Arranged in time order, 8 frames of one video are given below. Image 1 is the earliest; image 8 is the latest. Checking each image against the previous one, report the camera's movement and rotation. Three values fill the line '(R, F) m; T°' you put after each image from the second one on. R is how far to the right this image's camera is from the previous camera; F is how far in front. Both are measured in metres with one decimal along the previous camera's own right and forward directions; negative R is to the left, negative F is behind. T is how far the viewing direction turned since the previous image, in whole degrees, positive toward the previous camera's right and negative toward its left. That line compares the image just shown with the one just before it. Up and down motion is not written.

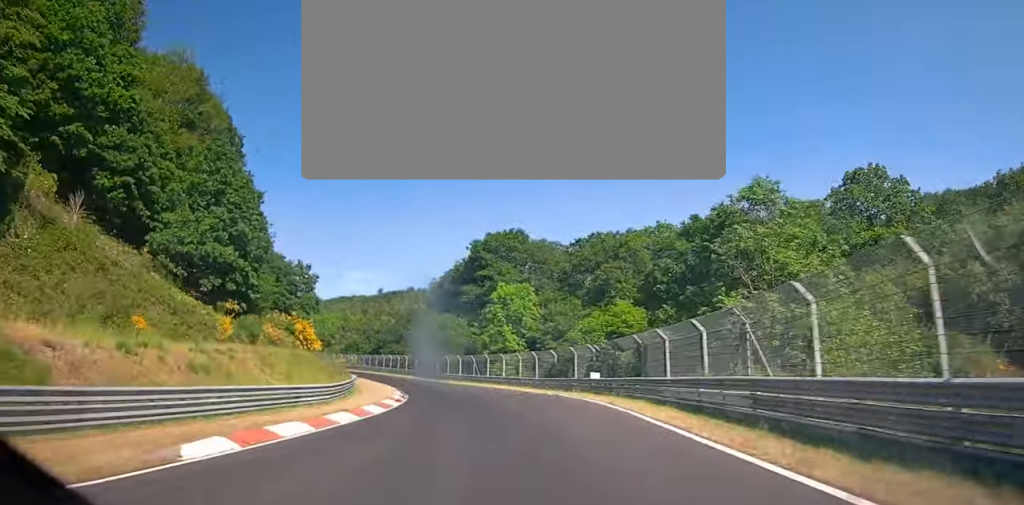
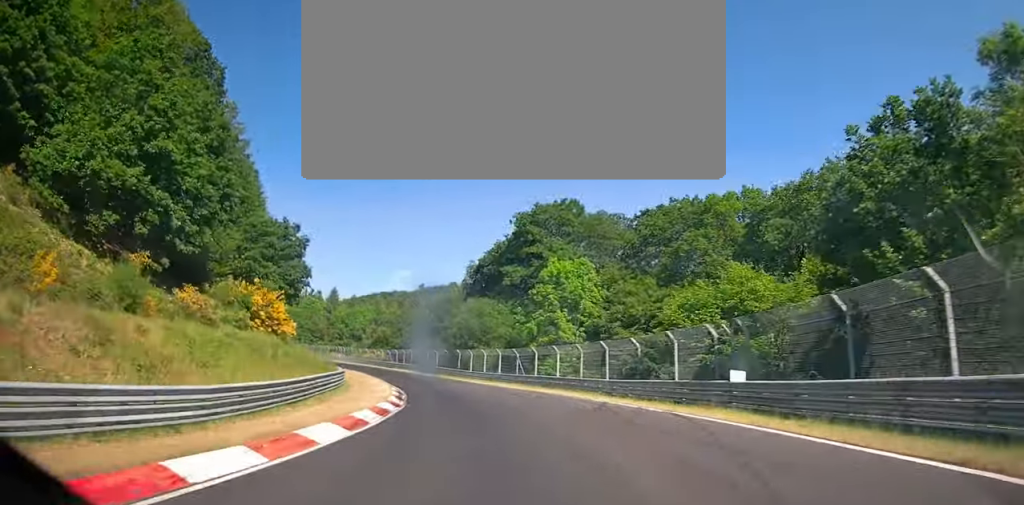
(0.0, +14.6) m; -3°
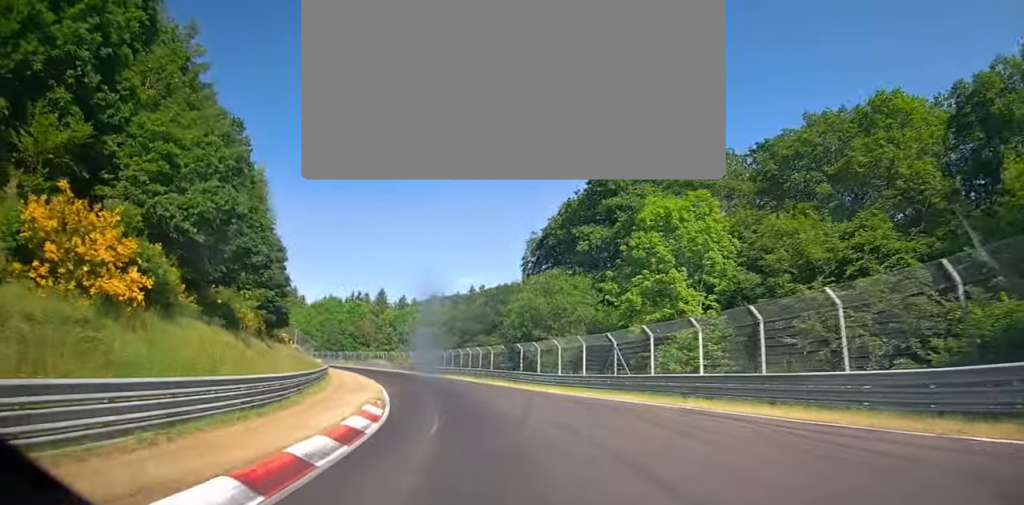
(-0.9, +18.7) m; -6°
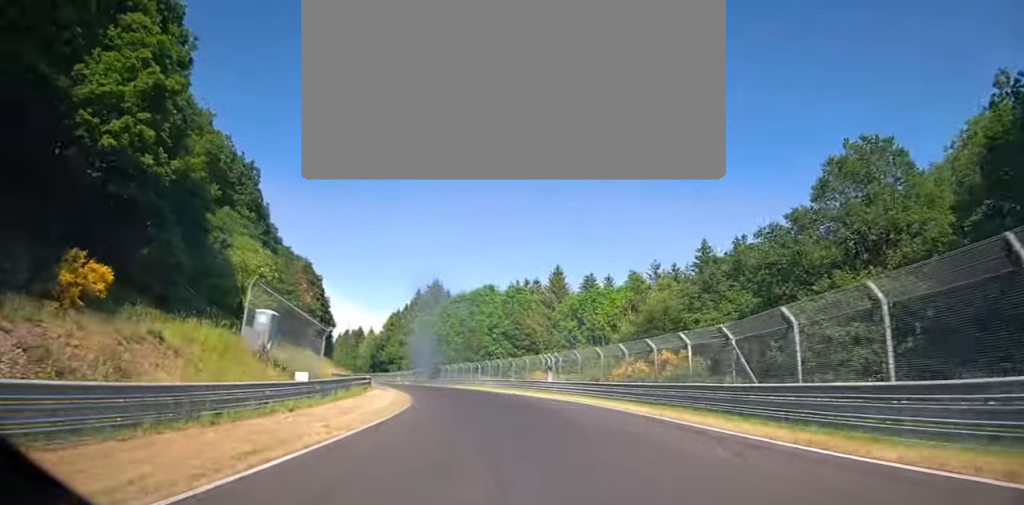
(-9.5, +54.7) m; -20°
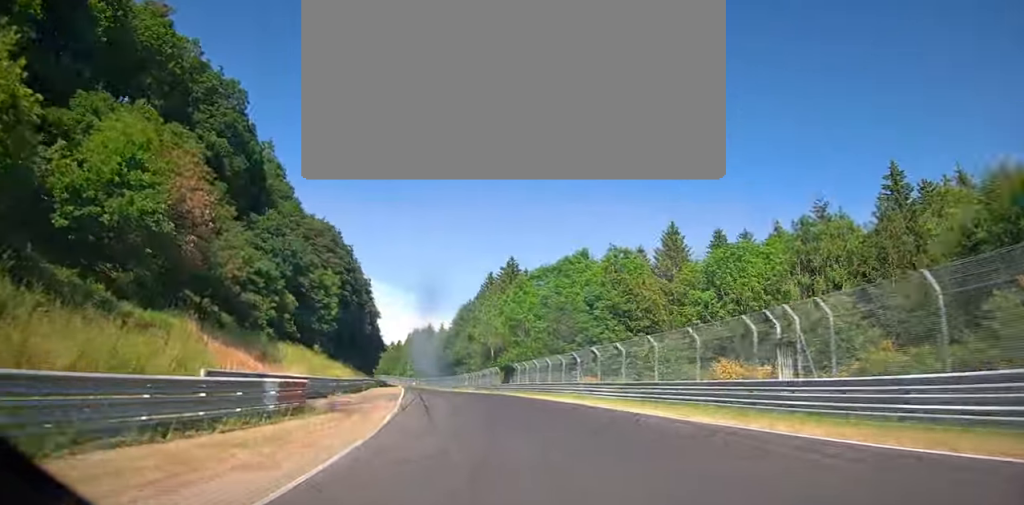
(-1.8, +27.1) m; -8°
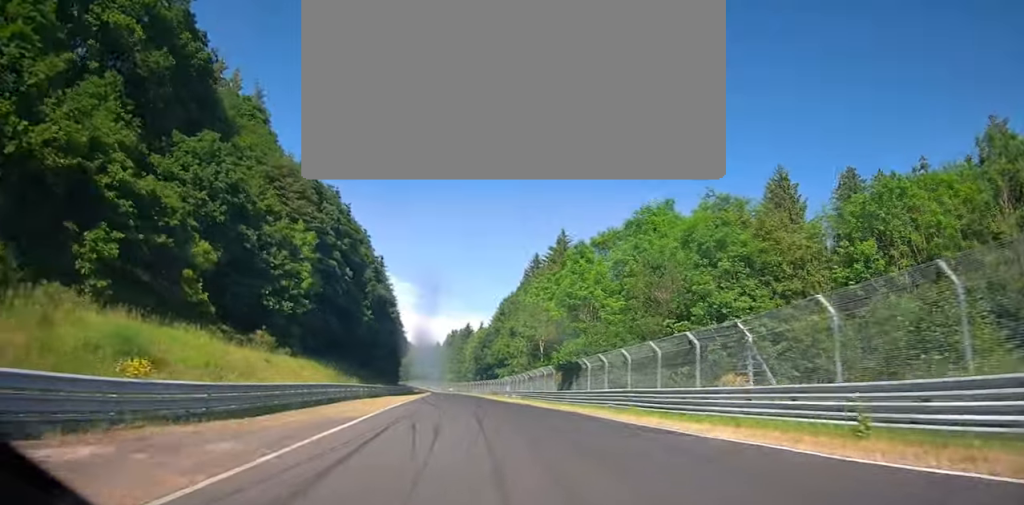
(-1.3, +20.4) m; -5°
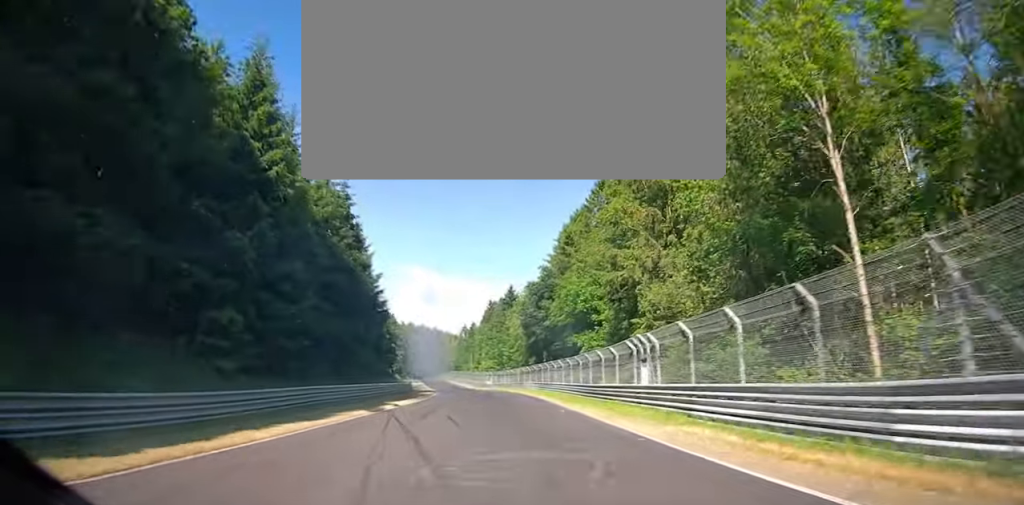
(-4.5, +56.1) m; -7°
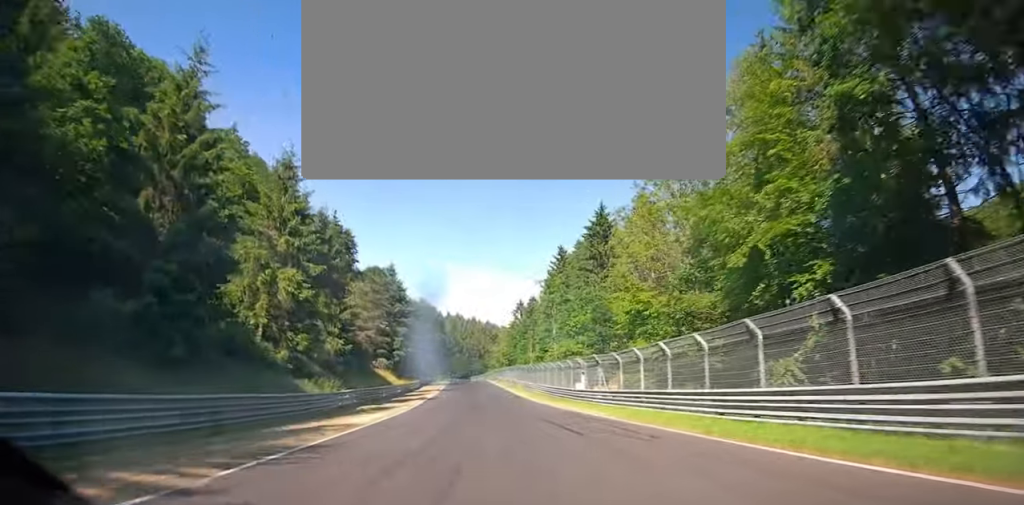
(-3.6, +64.1) m; -5°
